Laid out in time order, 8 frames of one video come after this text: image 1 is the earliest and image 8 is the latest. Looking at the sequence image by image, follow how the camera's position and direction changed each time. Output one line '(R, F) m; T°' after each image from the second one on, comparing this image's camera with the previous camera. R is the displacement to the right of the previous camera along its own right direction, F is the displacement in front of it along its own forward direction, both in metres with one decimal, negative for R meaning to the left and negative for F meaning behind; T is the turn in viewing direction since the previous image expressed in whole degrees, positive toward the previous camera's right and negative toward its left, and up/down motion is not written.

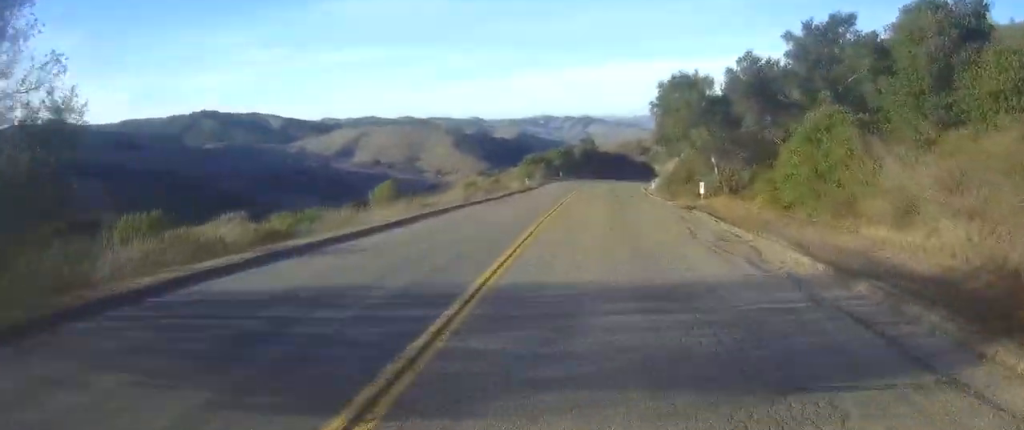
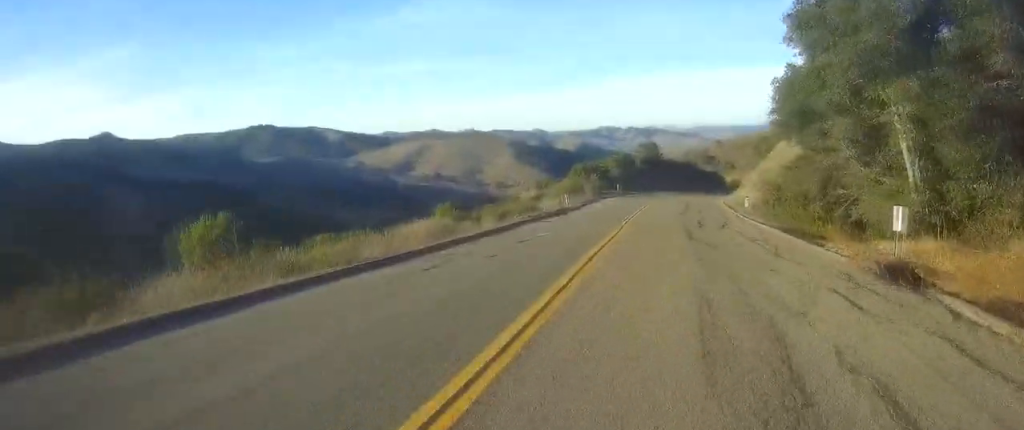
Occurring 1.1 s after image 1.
(-0.6, +20.6) m; -1°
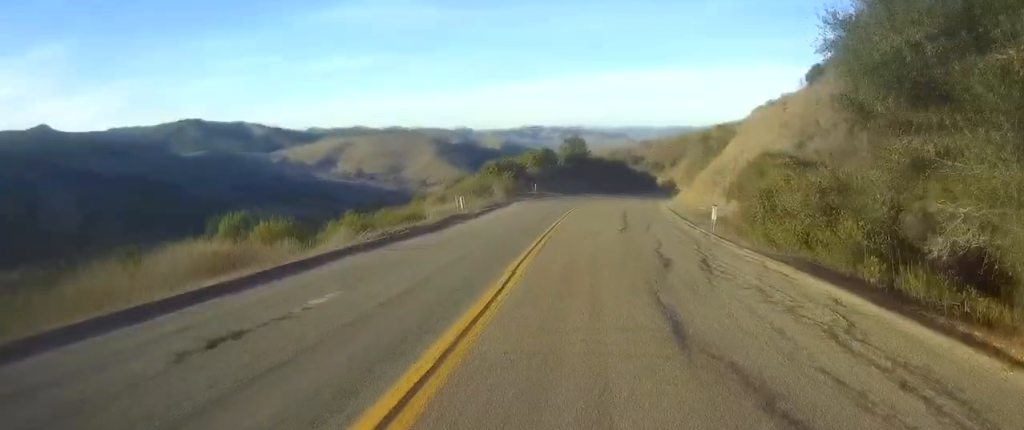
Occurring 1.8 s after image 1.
(+0.2, +12.5) m; +1°
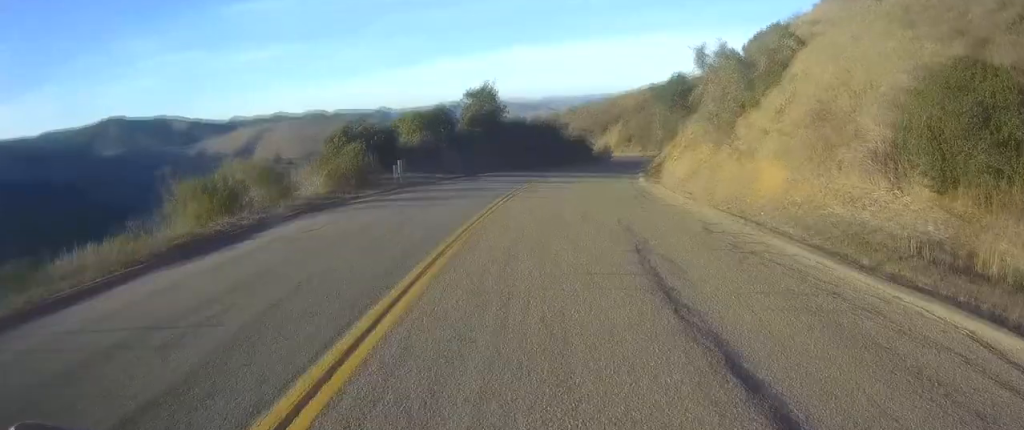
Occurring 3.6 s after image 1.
(+0.3, +31.0) m; 0°
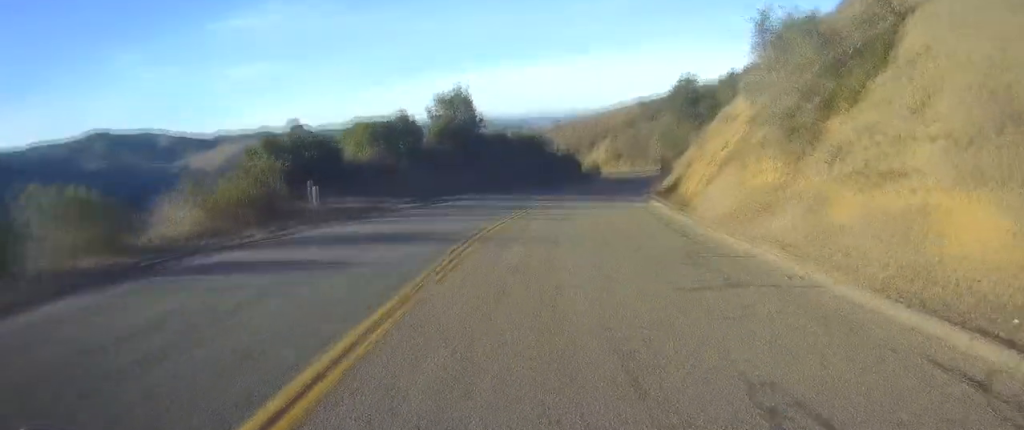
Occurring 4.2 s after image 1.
(-0.1, +10.1) m; 0°
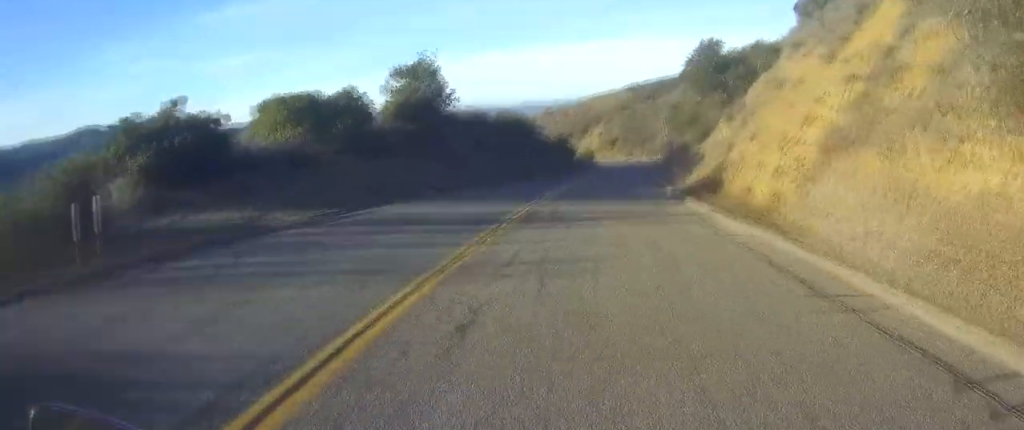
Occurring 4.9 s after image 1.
(-0.1, +11.0) m; 0°
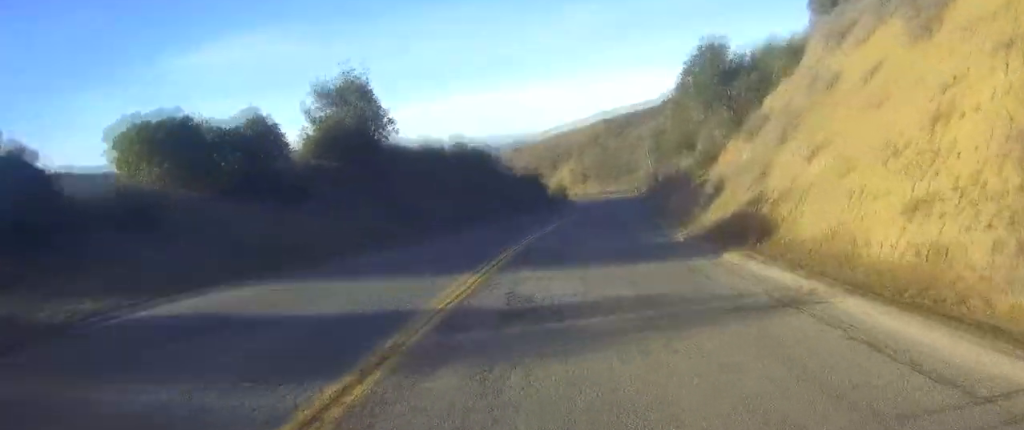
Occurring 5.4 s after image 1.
(+0.1, +8.5) m; +3°
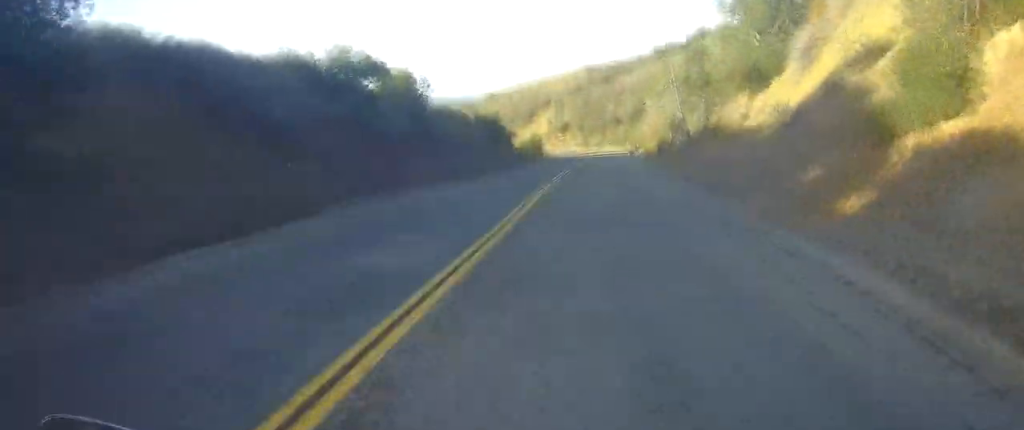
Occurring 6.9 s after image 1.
(+1.5, +22.6) m; +6°
